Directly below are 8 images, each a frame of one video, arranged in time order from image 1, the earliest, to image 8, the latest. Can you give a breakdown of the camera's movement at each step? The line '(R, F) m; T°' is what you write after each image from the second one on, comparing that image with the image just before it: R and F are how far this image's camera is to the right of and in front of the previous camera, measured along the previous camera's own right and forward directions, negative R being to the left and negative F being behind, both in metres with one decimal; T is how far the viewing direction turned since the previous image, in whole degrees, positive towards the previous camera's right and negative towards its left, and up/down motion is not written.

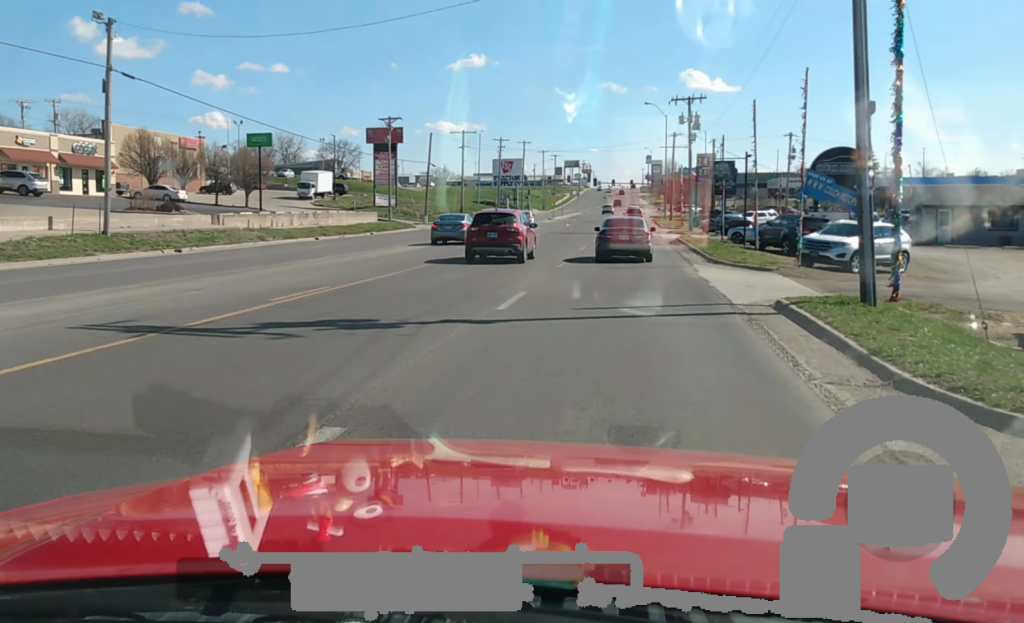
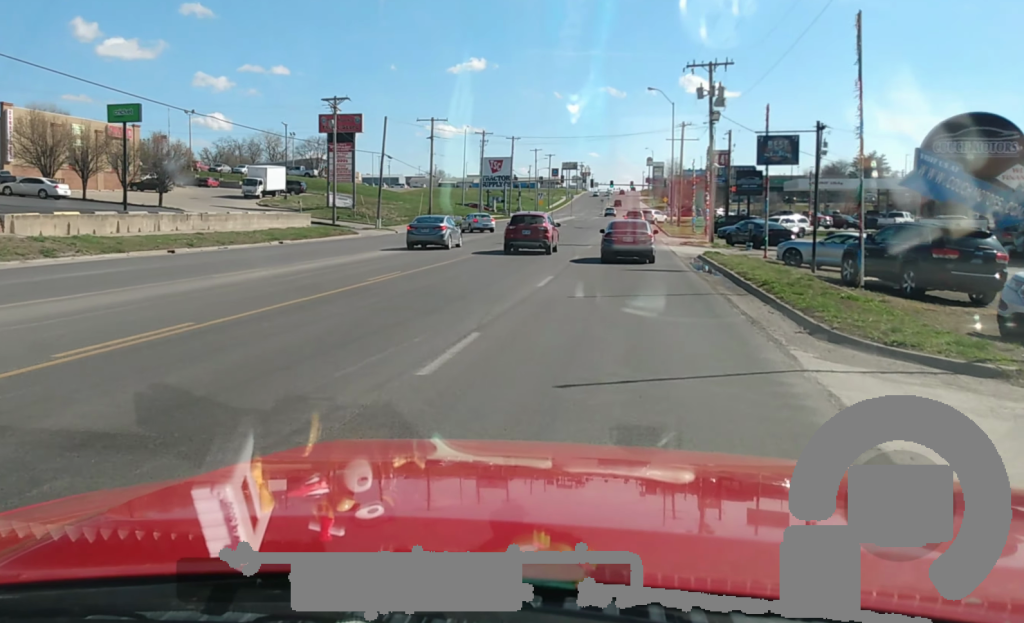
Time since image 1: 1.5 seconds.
(-0.5, +18.6) m; -2°
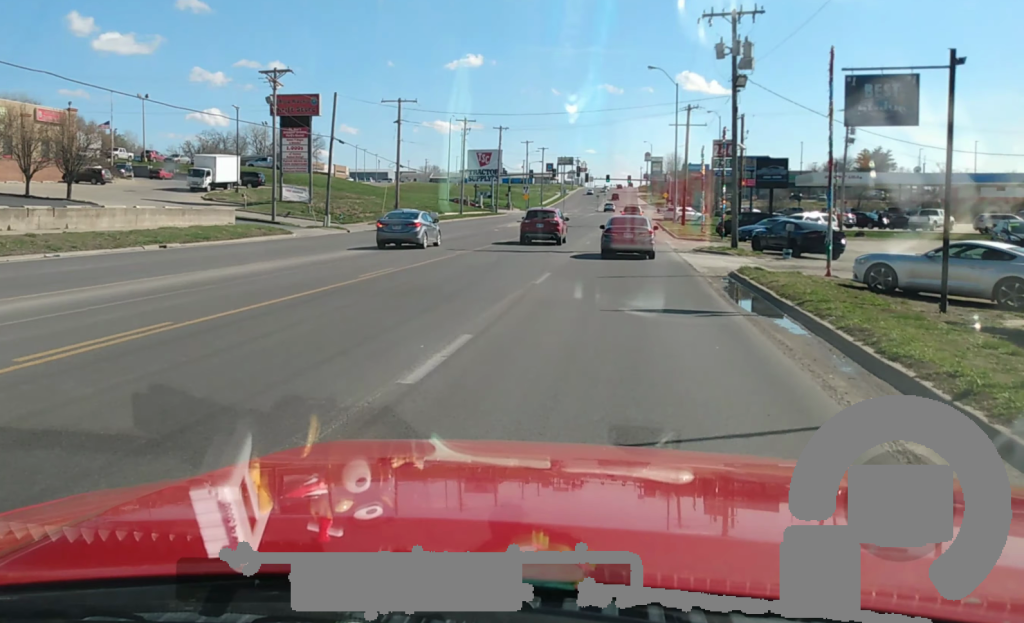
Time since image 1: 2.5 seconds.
(+0.1, +12.8) m; -1°
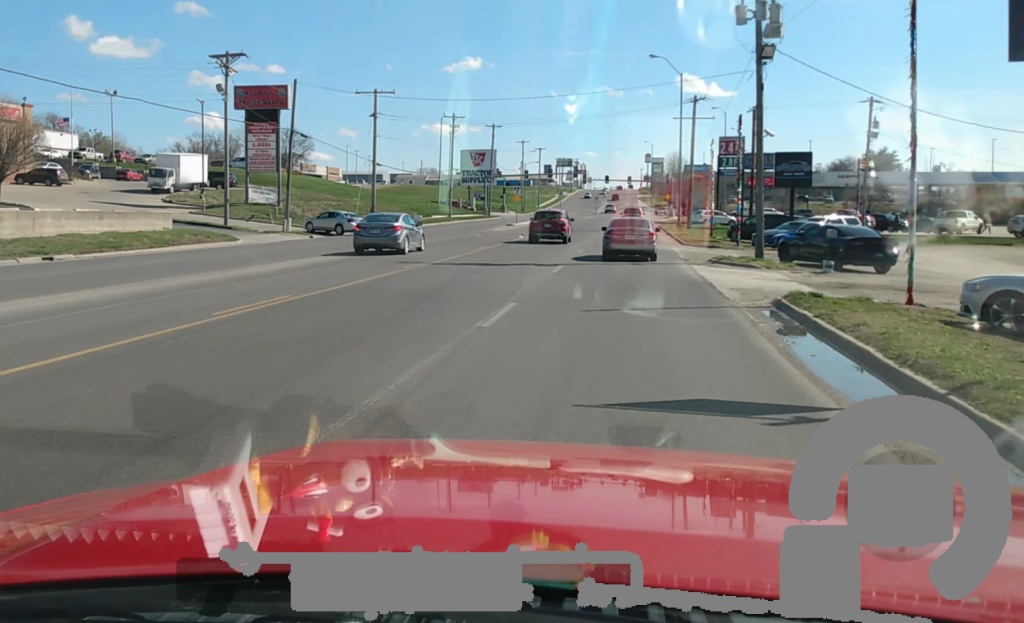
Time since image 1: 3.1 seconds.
(-0.3, +7.2) m; 0°
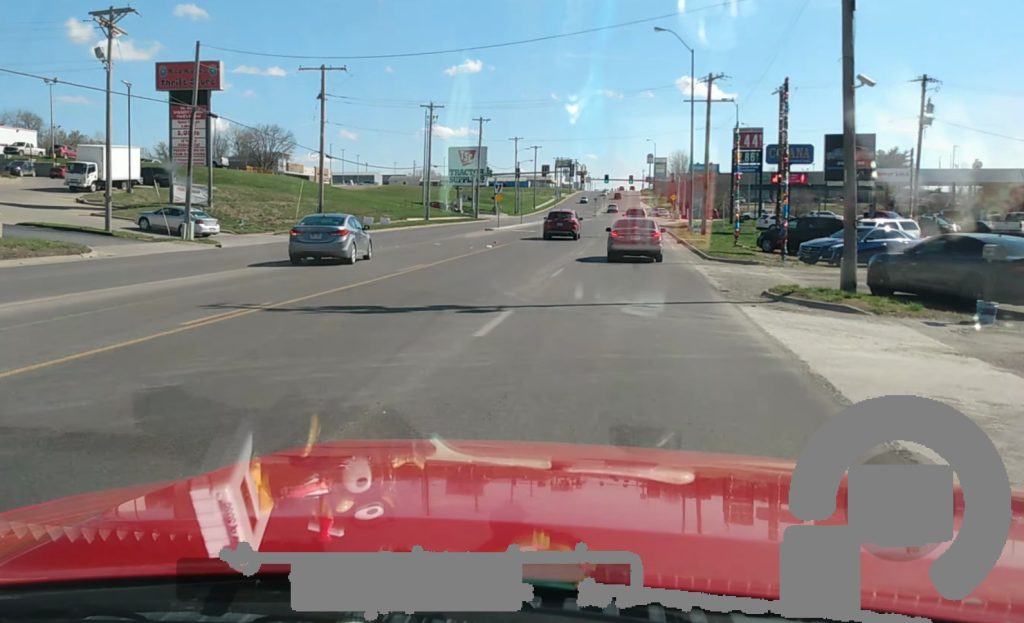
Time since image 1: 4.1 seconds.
(+0.3, +12.6) m; +2°
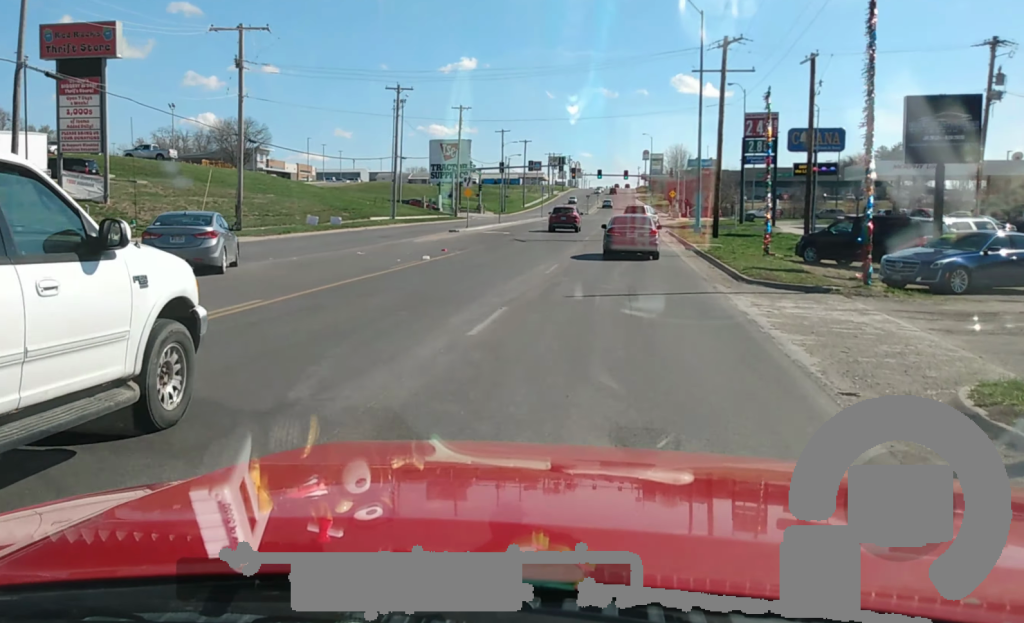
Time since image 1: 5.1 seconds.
(+0.2, +11.9) m; 0°
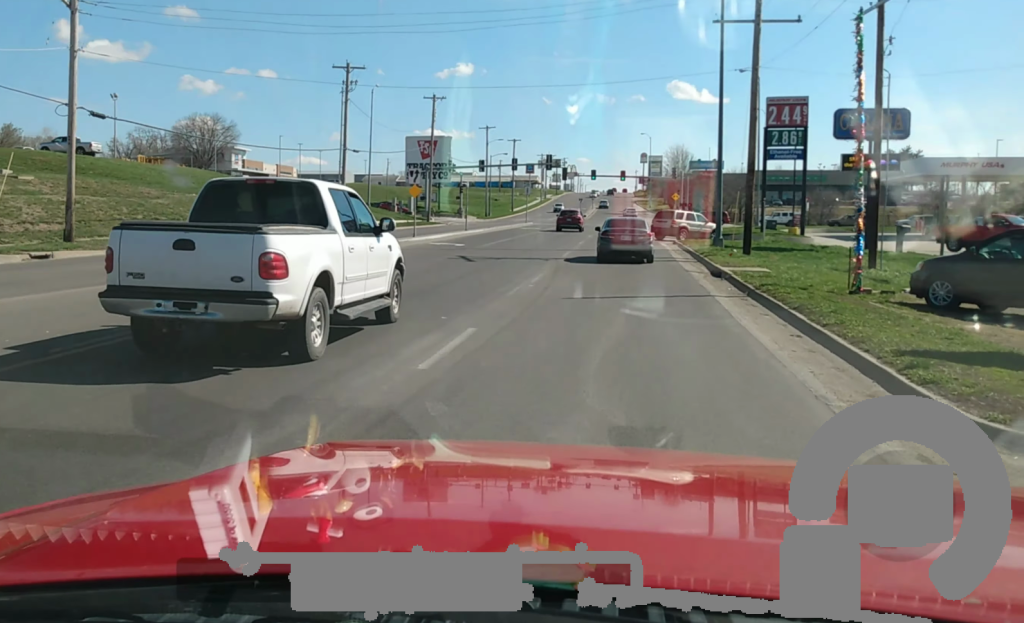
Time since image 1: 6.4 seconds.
(0.0, +14.4) m; +1°
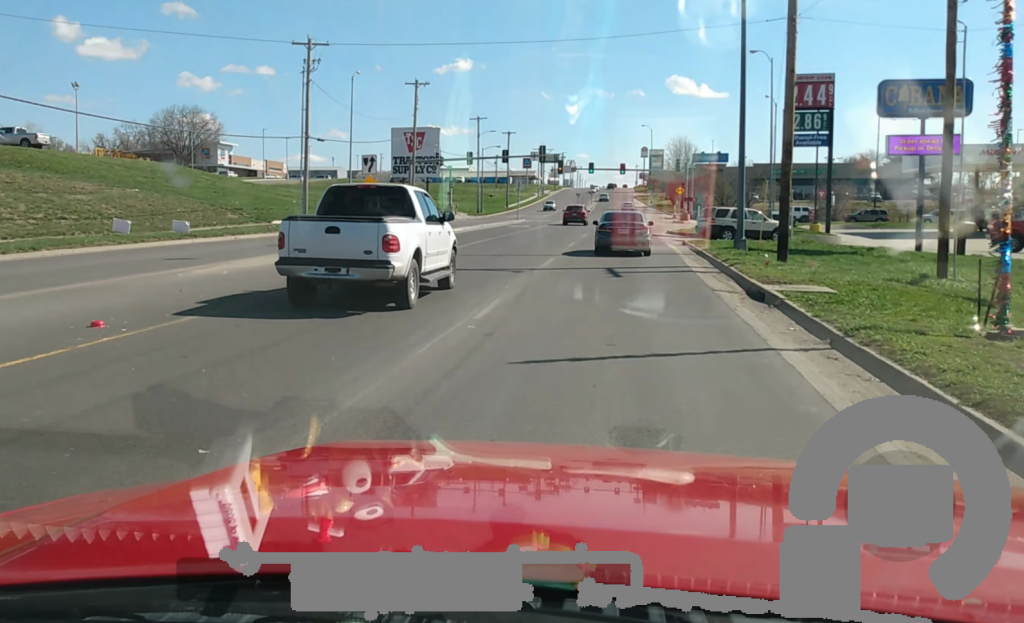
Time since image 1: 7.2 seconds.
(+0.3, +8.4) m; +1°
